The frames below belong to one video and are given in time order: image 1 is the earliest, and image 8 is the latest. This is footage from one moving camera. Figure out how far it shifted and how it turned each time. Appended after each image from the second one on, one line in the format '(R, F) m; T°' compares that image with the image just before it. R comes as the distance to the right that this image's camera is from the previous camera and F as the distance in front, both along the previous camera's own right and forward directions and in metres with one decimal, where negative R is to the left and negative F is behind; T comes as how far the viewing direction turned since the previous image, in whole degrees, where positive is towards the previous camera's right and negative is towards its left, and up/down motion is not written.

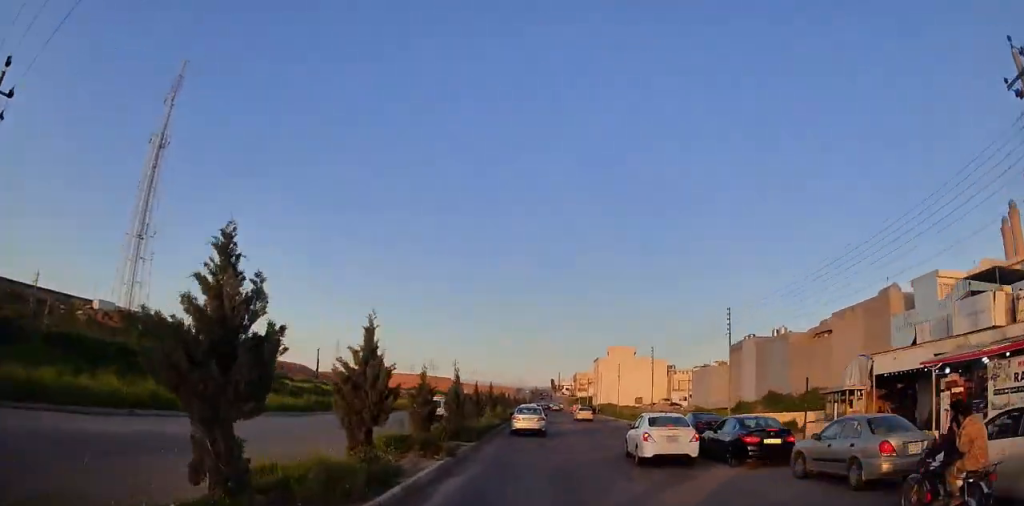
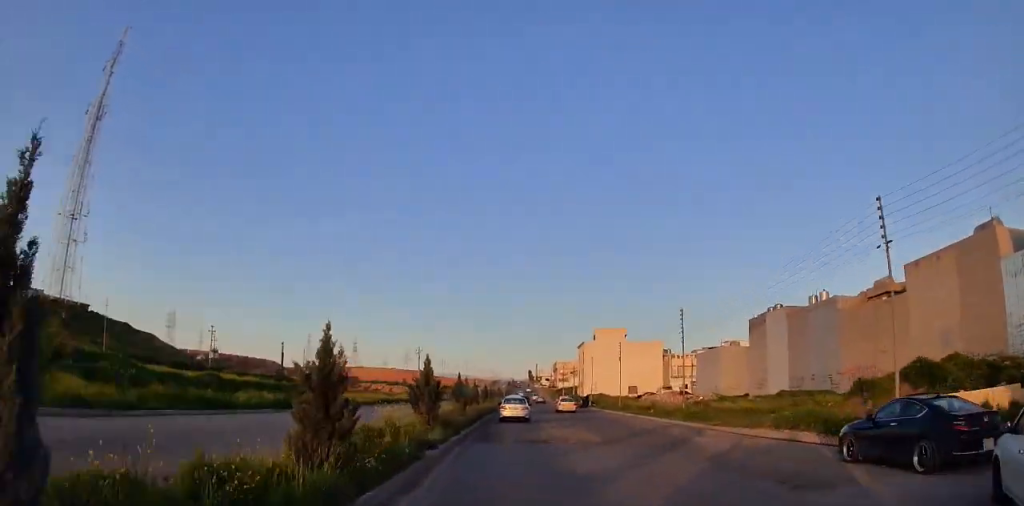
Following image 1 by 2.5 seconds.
(-0.5, +16.1) m; -1°
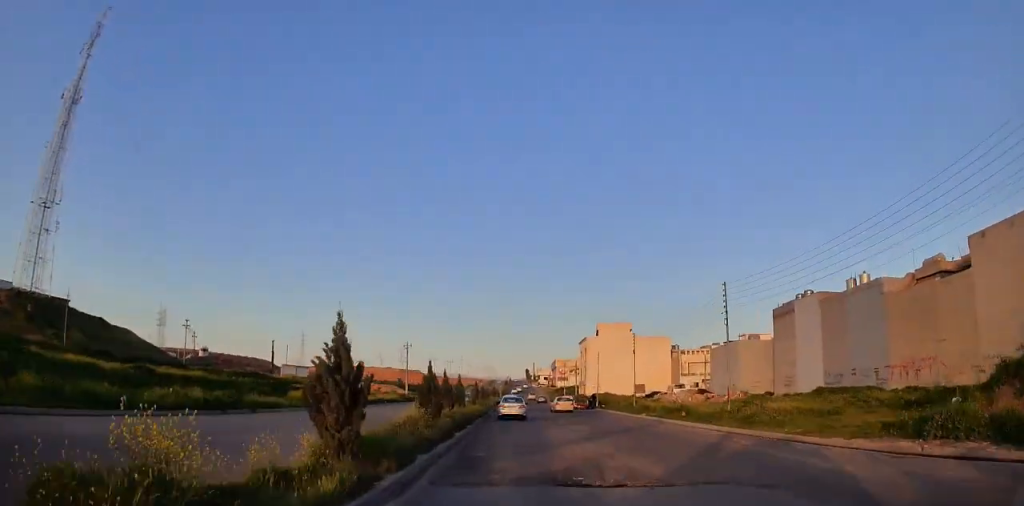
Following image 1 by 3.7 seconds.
(0.0, +7.9) m; +1°
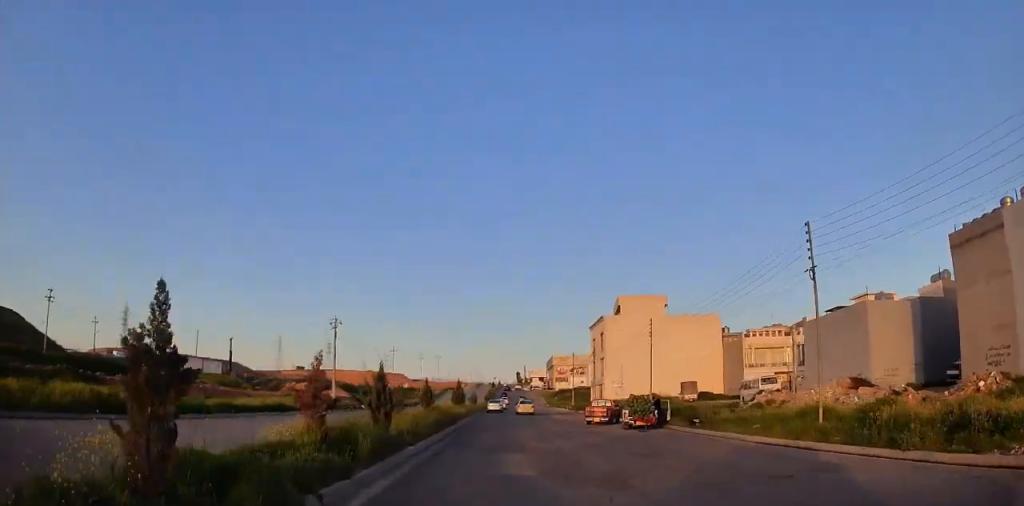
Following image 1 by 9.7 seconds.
(+0.5, +41.0) m; 0°
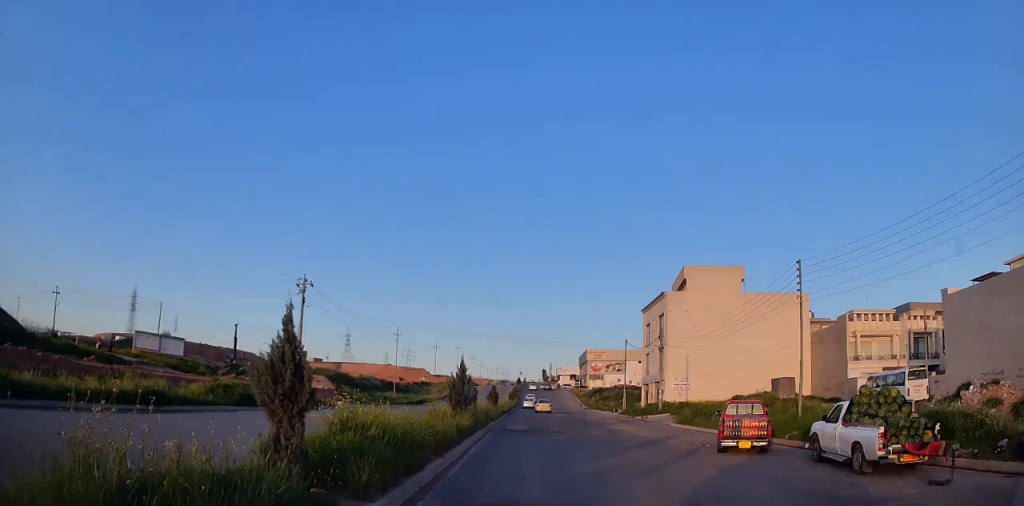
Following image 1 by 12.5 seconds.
(-0.2, +20.5) m; 0°
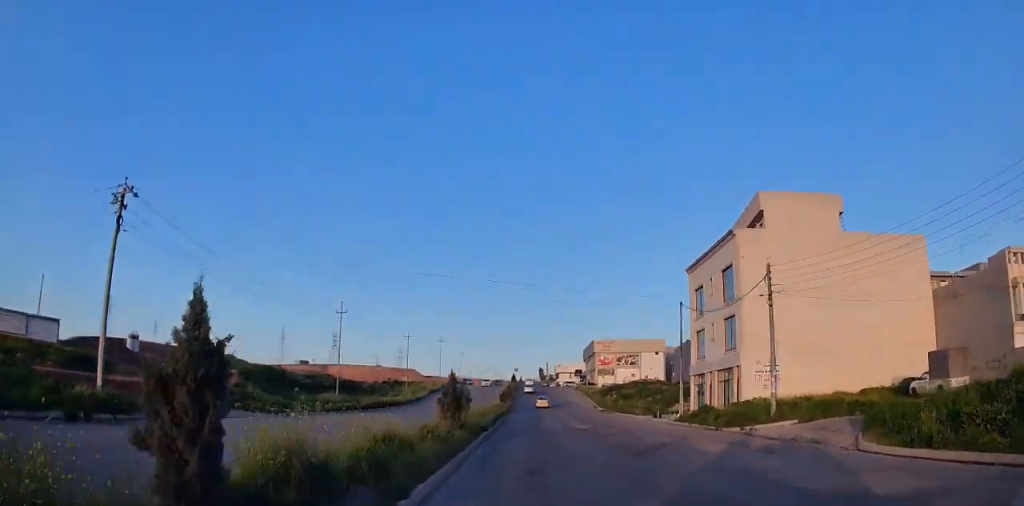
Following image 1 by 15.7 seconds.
(0.0, +25.5) m; +1°
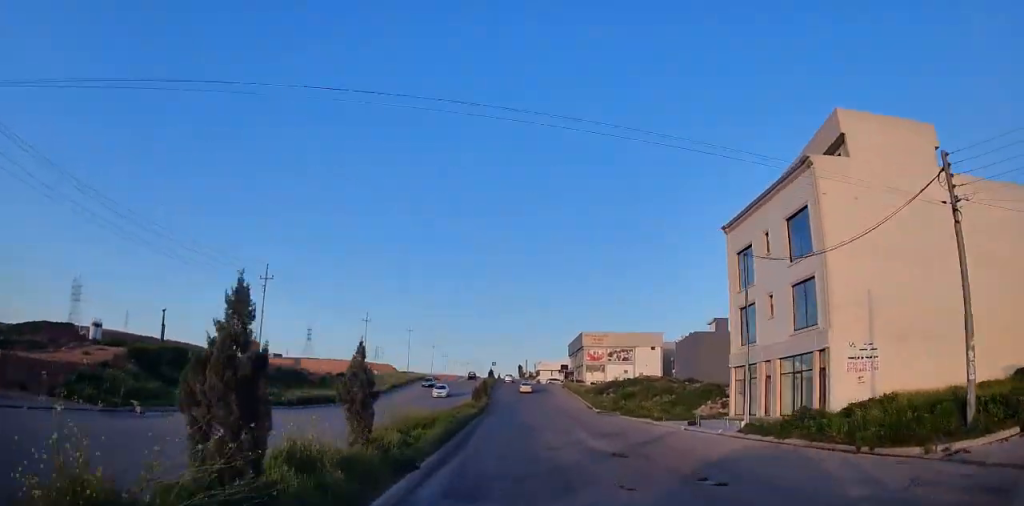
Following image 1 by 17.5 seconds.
(+0.1, +16.1) m; +1°
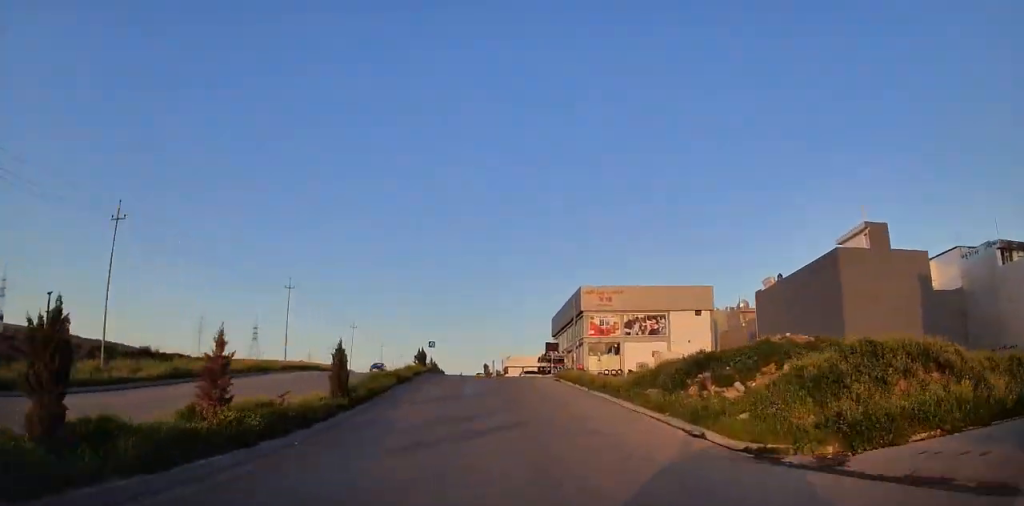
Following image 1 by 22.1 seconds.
(+1.2, +47.6) m; +1°
